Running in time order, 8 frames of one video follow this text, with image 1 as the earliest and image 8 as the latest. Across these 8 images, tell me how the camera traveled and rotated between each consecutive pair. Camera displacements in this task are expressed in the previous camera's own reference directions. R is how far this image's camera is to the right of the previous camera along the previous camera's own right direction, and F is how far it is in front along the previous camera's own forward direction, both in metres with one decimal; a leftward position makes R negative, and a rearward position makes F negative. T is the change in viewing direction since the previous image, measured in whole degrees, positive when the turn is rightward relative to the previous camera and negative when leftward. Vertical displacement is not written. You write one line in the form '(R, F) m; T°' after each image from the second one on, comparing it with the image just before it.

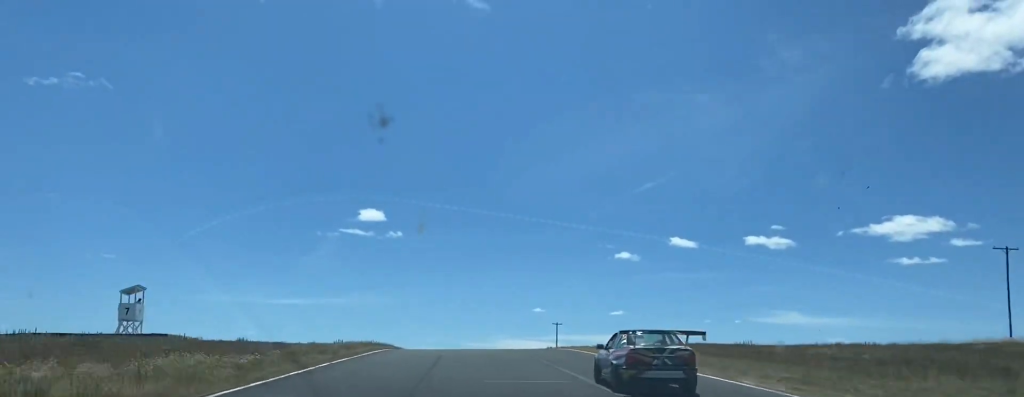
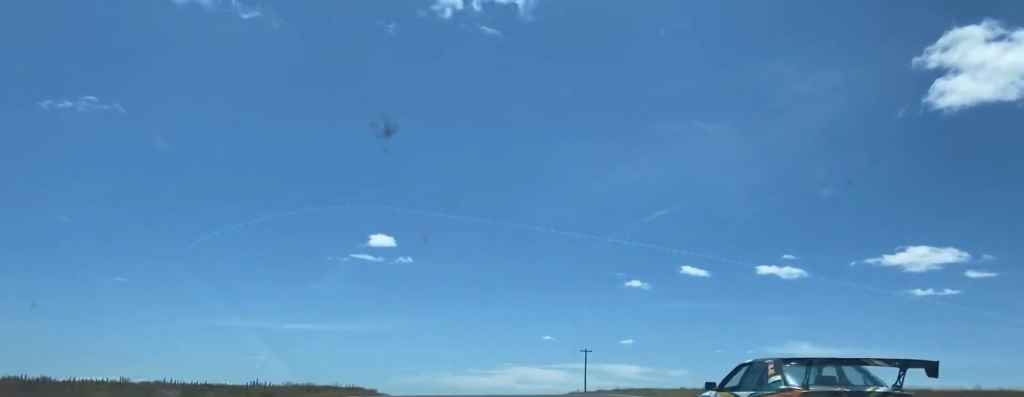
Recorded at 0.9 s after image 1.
(+0.2, +31.9) m; -1°
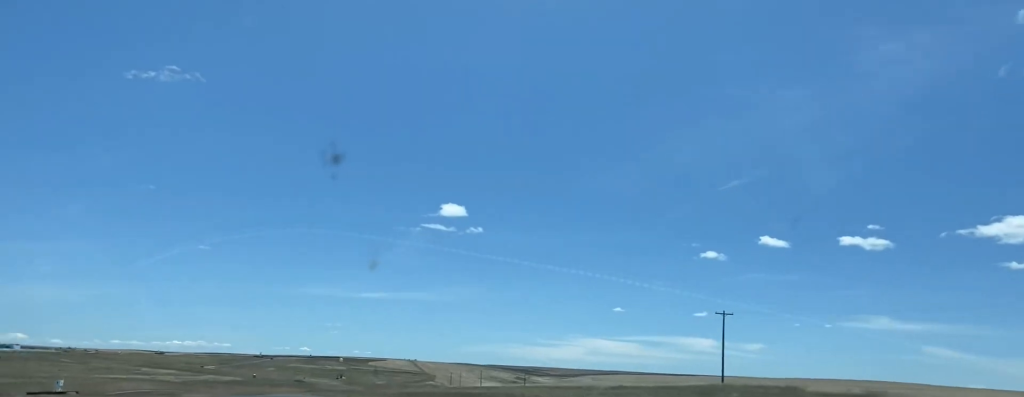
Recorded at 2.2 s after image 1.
(-2.1, +50.2) m; -6°
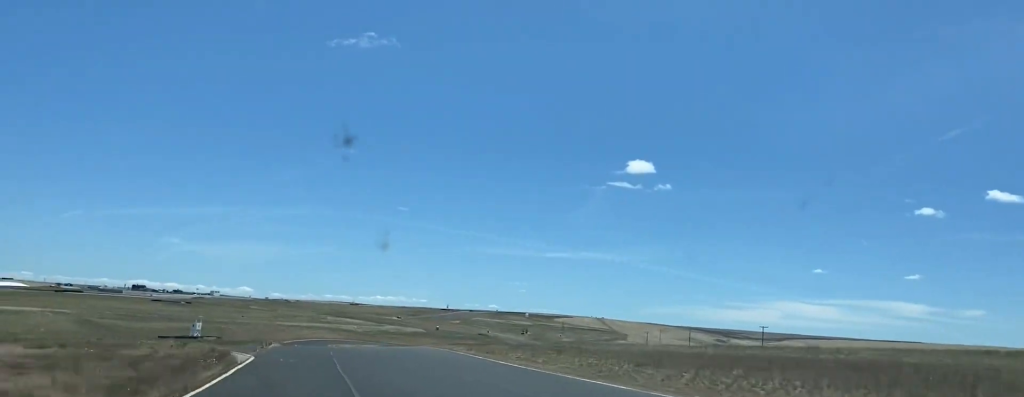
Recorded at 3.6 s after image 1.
(-5.1, +55.9) m; -11°
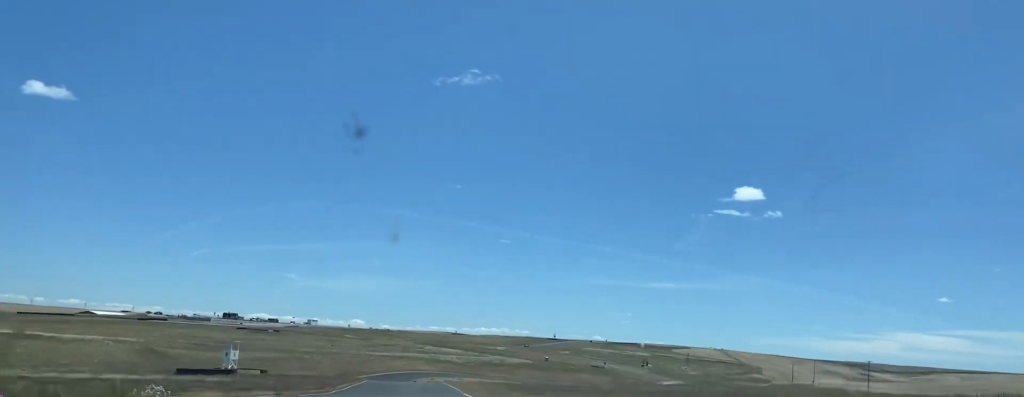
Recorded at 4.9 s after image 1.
(-3.5, +53.4) m; -7°
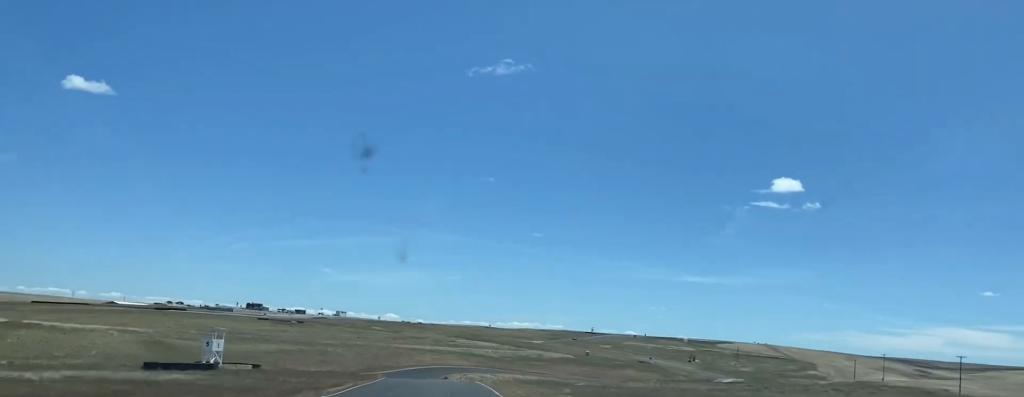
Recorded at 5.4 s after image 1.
(-0.8, +25.8) m; -2°
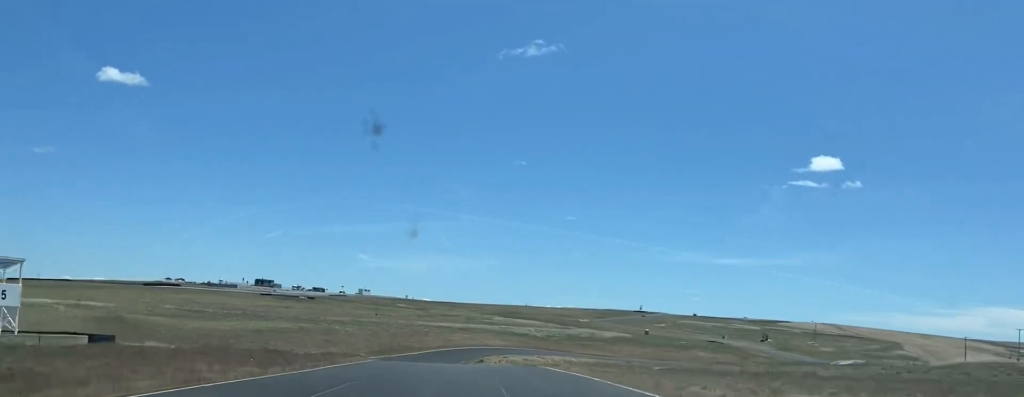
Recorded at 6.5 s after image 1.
(-1.5, +50.7) m; -3°
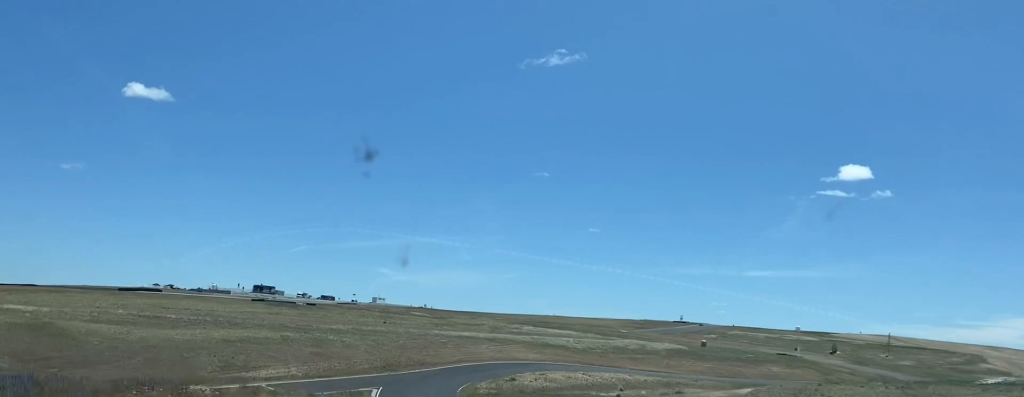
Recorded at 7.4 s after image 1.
(-0.4, +39.5) m; -1°
